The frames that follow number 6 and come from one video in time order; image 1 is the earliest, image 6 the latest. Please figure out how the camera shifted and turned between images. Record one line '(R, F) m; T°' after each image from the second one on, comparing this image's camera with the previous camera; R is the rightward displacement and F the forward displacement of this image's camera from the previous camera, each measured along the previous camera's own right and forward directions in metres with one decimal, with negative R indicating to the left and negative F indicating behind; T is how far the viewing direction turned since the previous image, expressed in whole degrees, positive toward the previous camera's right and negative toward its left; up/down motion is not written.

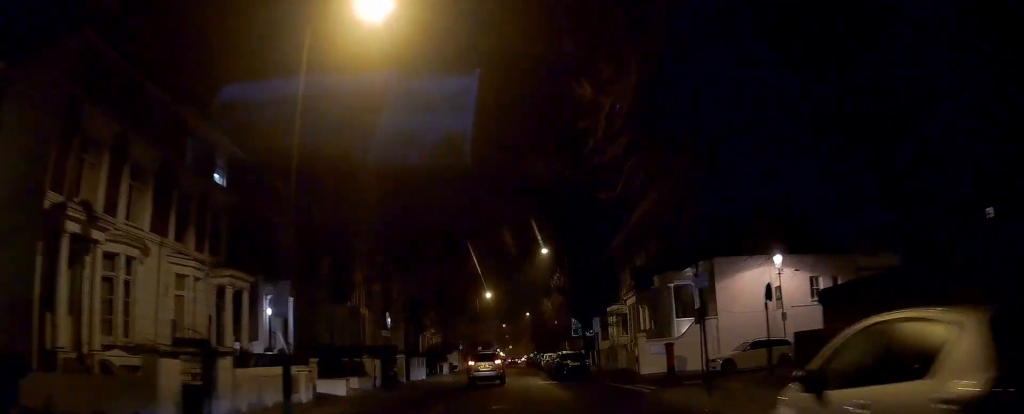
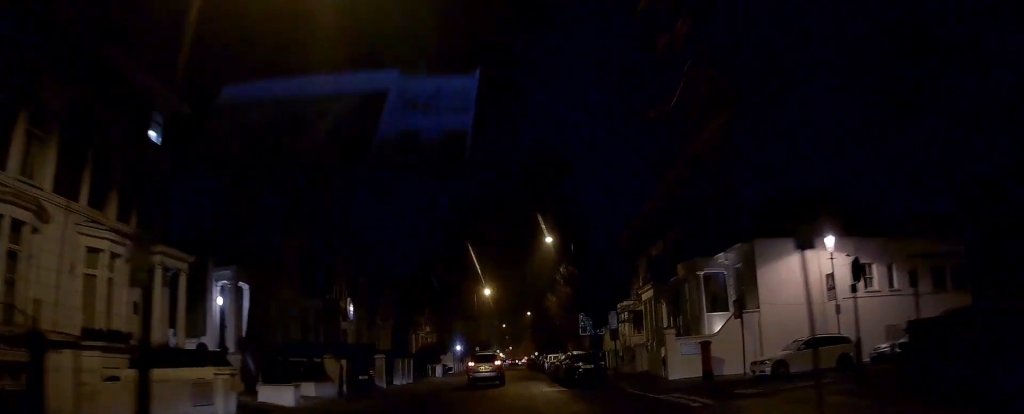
(+0.1, +5.3) m; 0°
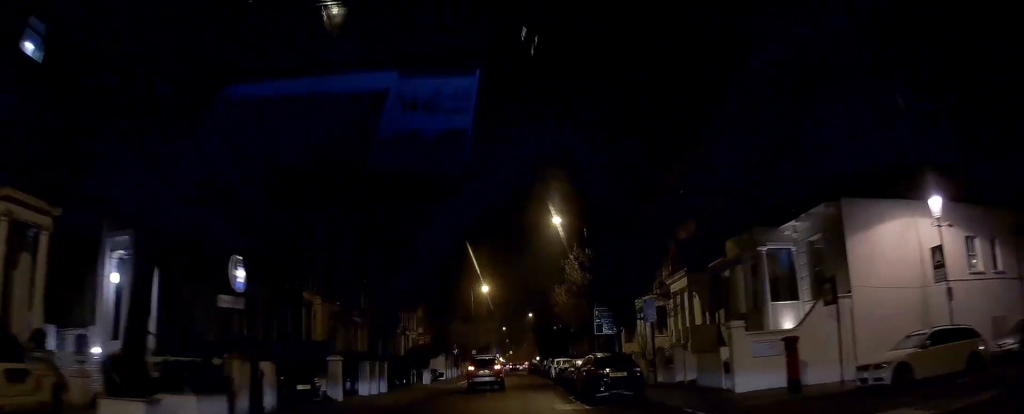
(0.0, +7.4) m; 0°
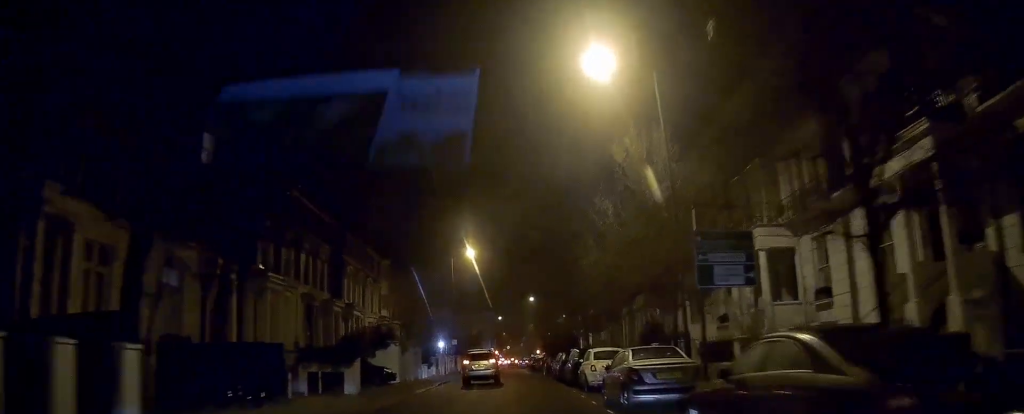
(0.0, +19.9) m; +1°
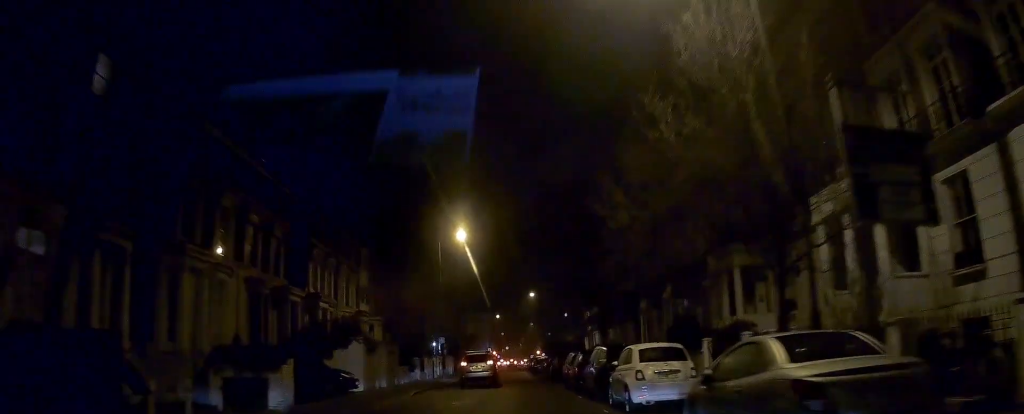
(+0.1, +7.7) m; 0°
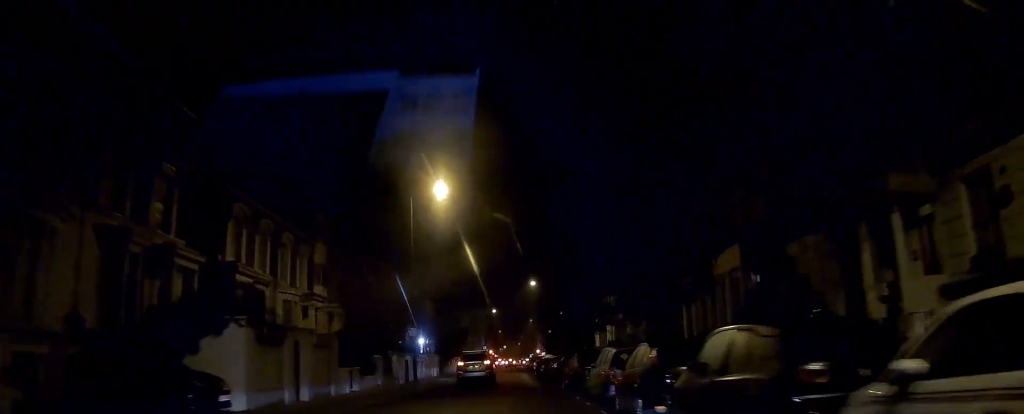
(-0.1, +11.4) m; 0°
